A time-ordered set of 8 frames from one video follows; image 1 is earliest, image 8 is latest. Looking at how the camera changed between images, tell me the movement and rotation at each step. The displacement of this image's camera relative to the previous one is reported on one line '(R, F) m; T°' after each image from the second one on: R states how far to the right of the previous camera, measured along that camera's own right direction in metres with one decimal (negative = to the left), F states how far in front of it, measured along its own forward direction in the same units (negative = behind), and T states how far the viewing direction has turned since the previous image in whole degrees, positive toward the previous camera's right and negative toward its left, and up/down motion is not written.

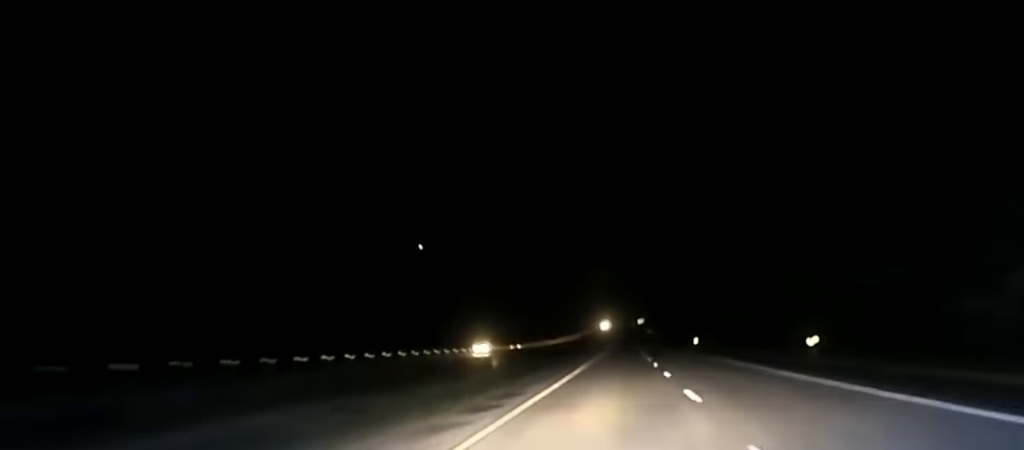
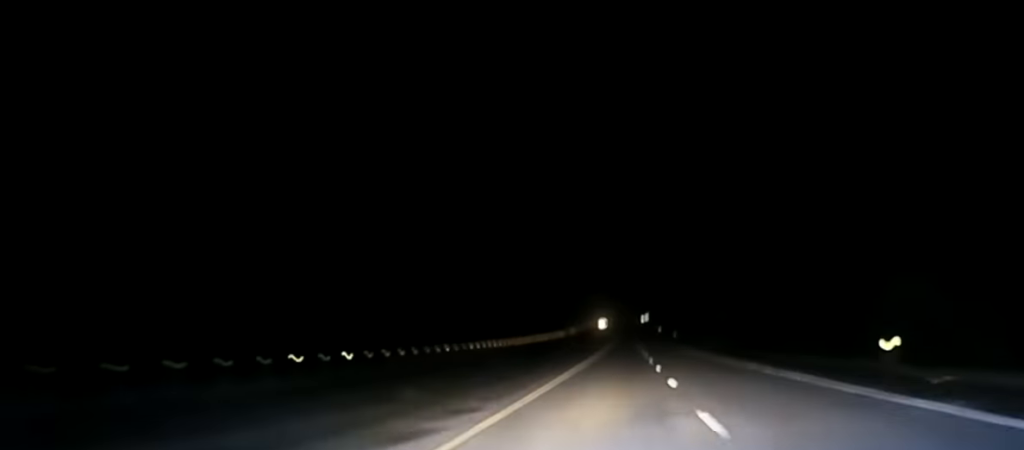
(+0.4, +89.8) m; 0°
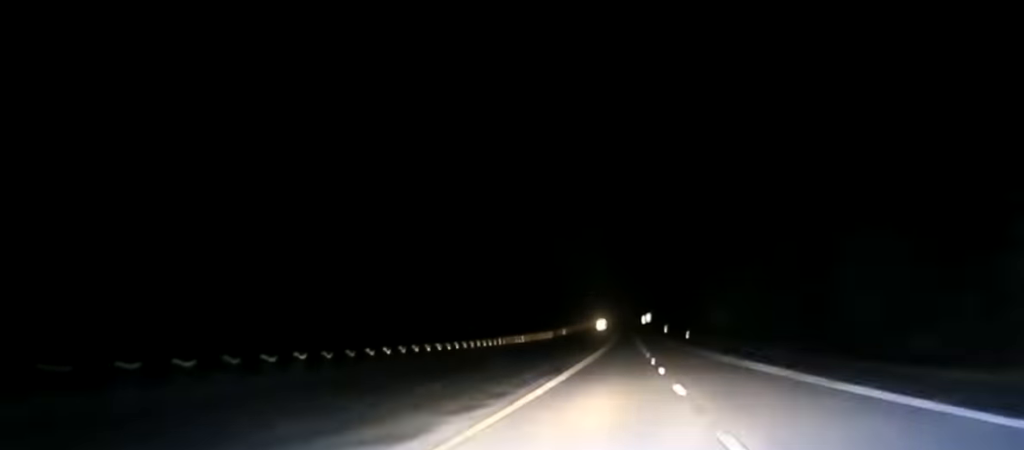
(0.0, +39.8) m; 0°
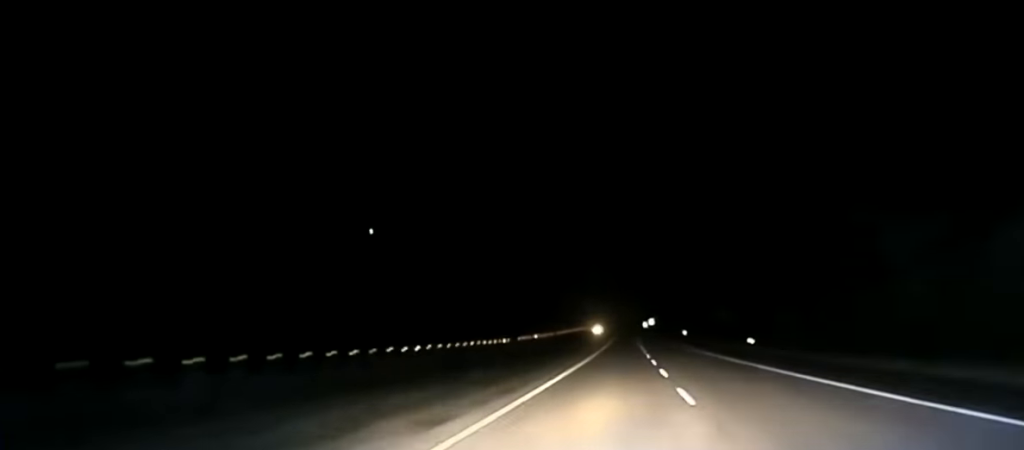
(-0.4, +75.6) m; 0°
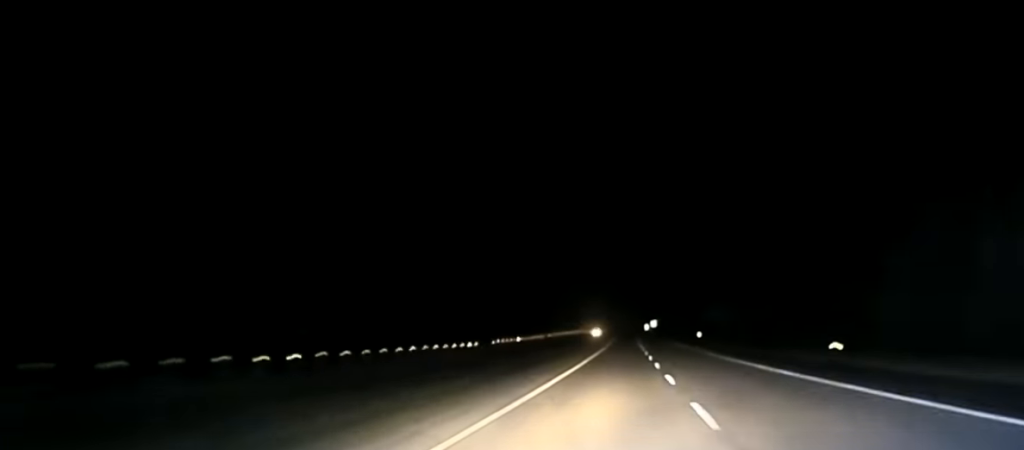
(0.0, +29.0) m; 0°
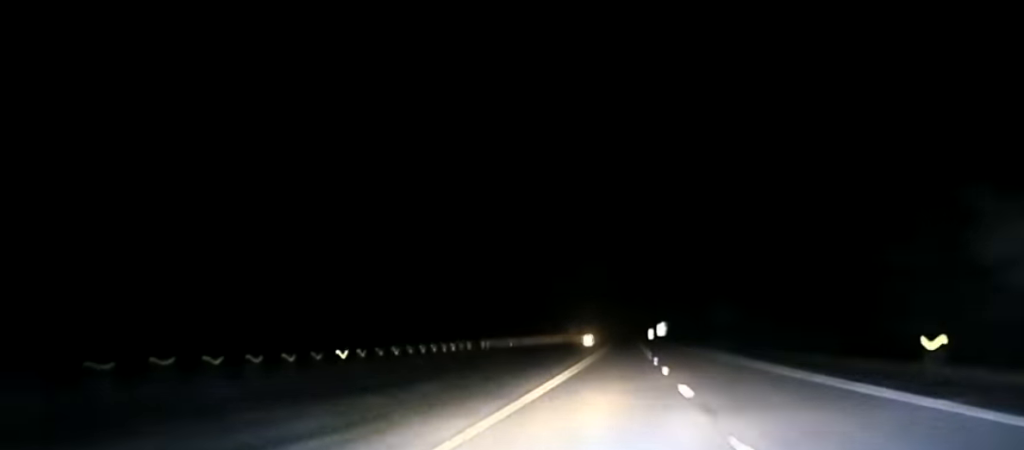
(0.0, +91.8) m; 0°
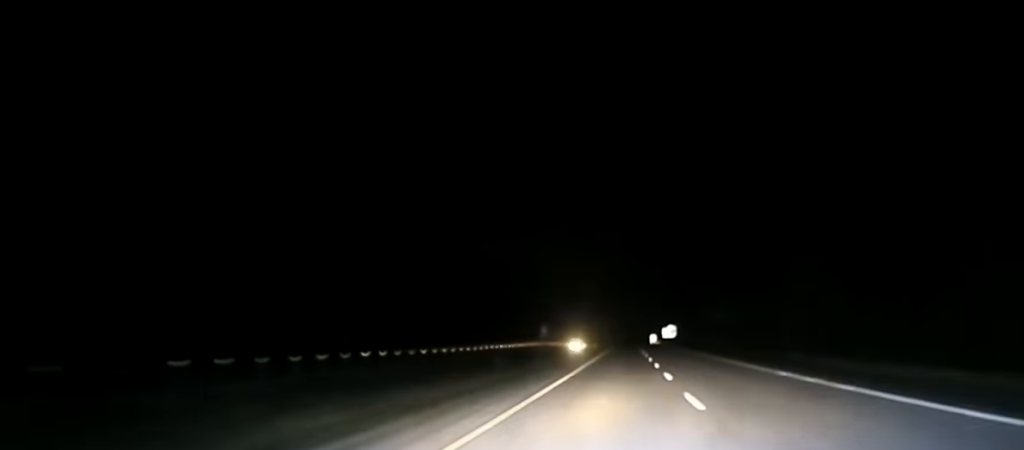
(+0.2, +76.4) m; 0°
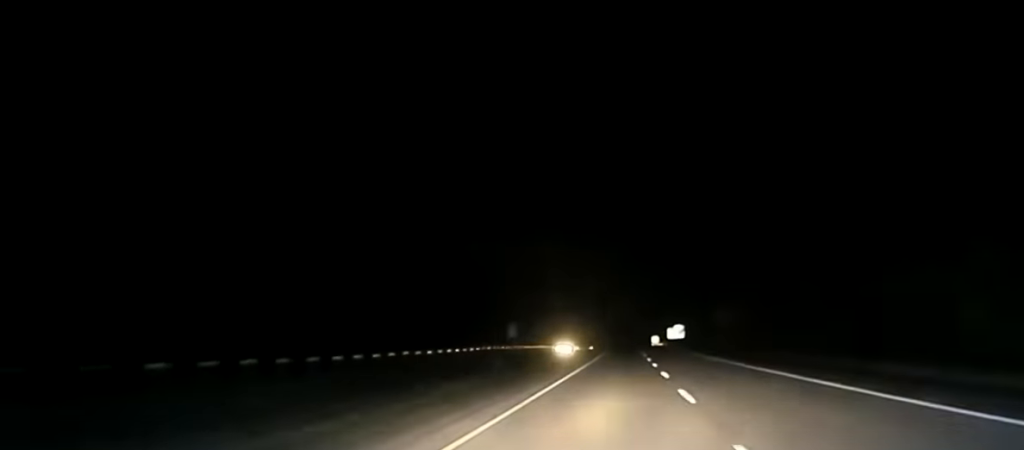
(+0.3, +47.3) m; 0°
